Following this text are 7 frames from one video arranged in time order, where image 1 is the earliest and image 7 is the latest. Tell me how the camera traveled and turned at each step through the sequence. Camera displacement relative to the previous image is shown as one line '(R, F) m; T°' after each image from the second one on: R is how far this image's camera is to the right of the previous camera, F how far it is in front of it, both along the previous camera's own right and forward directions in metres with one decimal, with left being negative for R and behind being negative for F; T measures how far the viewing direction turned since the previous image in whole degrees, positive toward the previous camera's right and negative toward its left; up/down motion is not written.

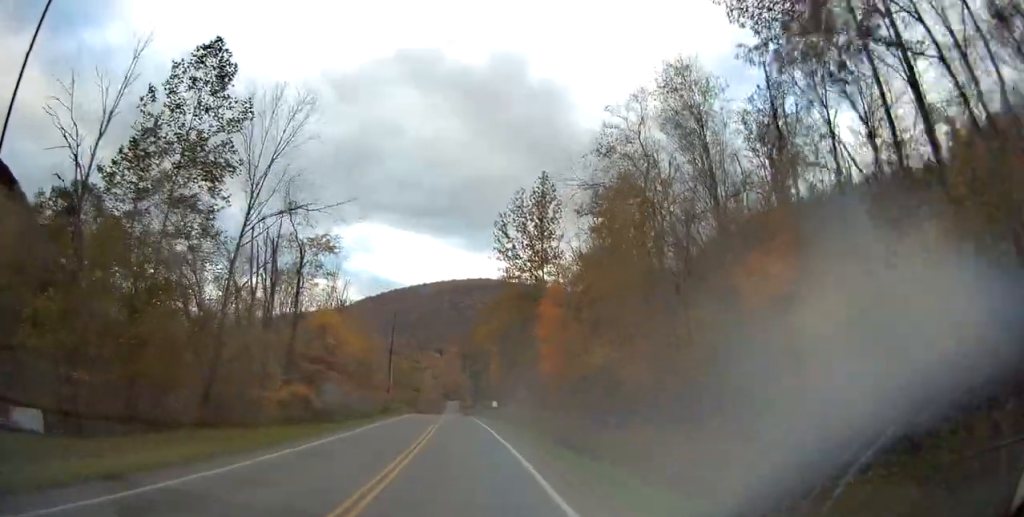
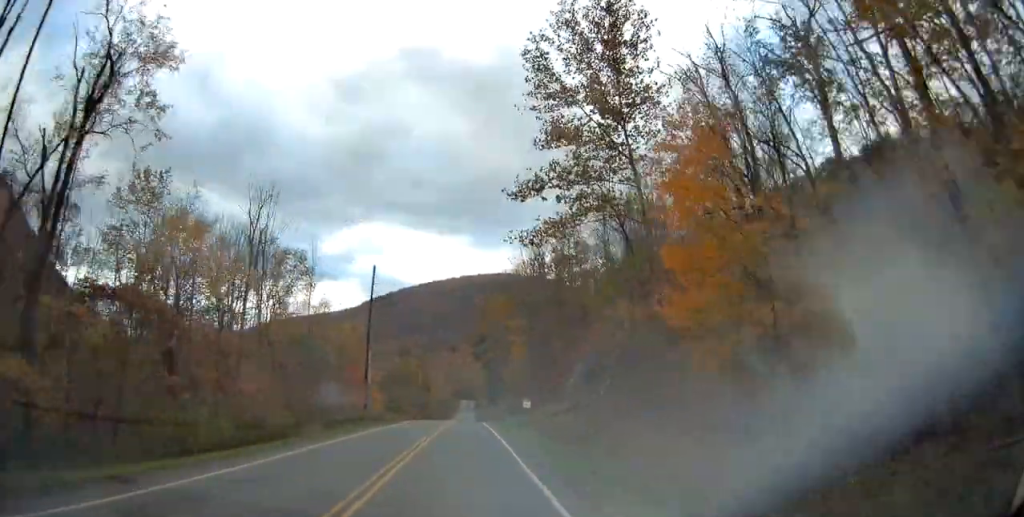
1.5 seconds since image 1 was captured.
(-0.6, +30.3) m; -2°
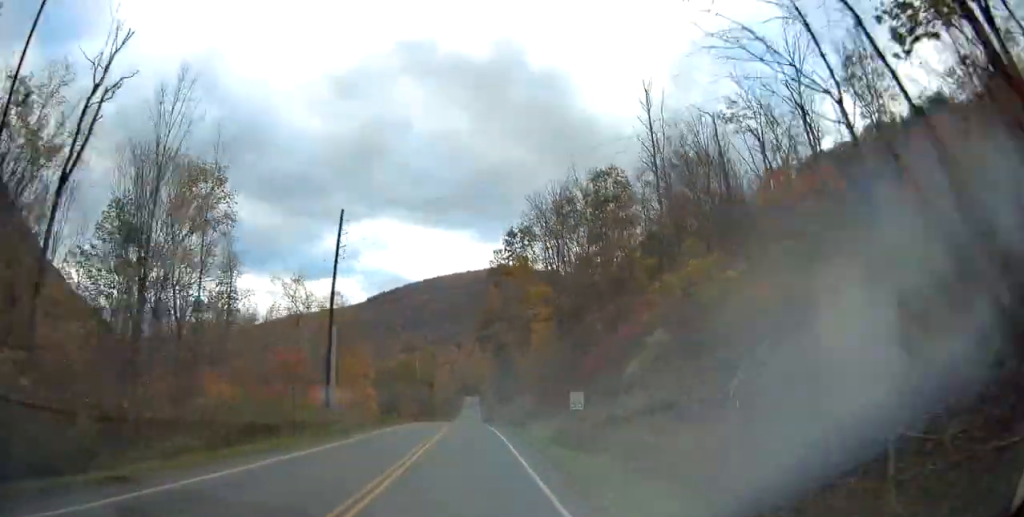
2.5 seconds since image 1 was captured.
(-0.1, +20.1) m; 0°
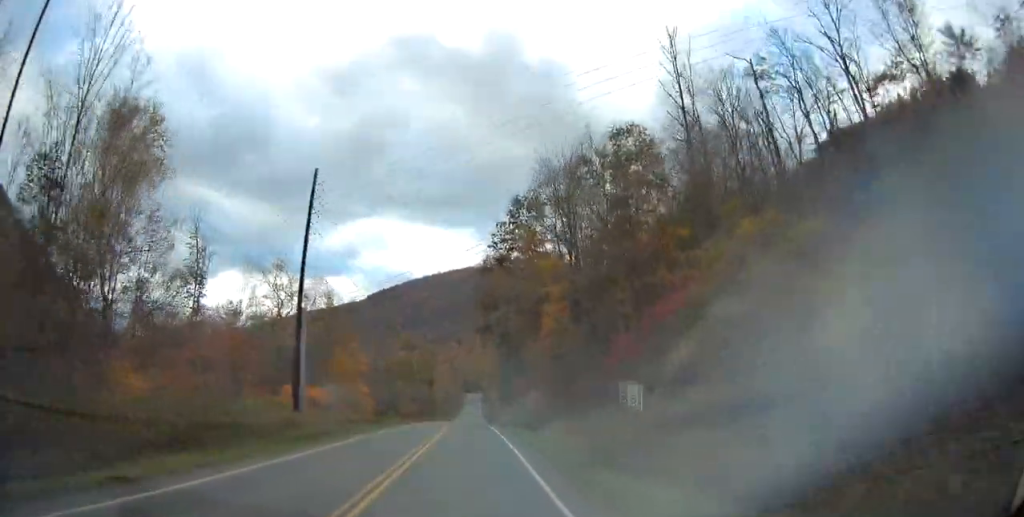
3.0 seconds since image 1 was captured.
(-0.1, +8.7) m; 0°
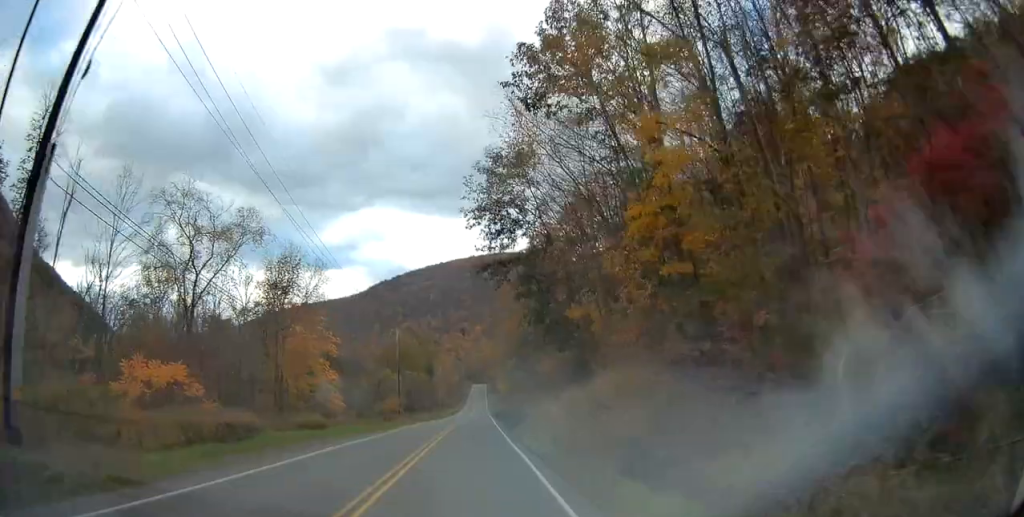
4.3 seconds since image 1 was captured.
(+0.4, +27.2) m; 0°
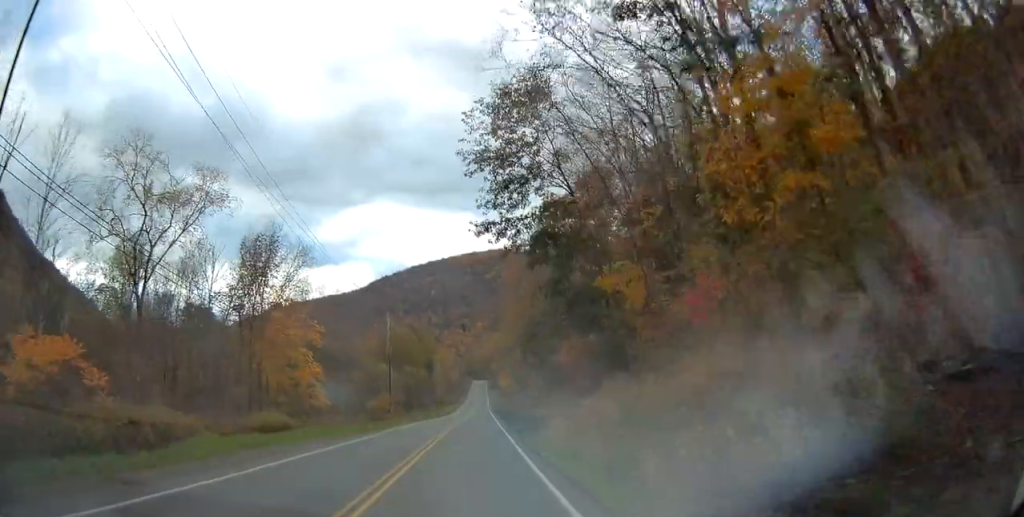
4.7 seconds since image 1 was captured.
(-0.2, +9.1) m; 0°
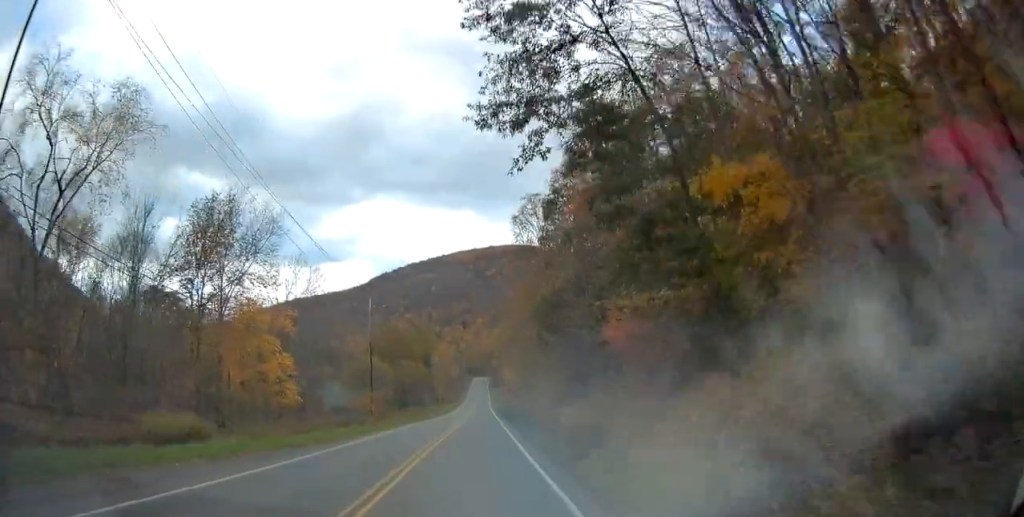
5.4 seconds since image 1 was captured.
(-0.1, +13.4) m; 0°
